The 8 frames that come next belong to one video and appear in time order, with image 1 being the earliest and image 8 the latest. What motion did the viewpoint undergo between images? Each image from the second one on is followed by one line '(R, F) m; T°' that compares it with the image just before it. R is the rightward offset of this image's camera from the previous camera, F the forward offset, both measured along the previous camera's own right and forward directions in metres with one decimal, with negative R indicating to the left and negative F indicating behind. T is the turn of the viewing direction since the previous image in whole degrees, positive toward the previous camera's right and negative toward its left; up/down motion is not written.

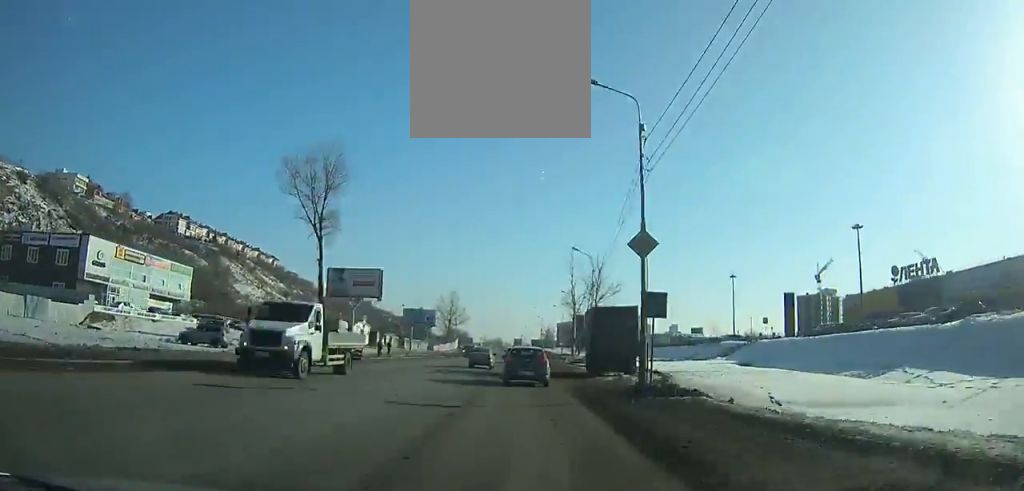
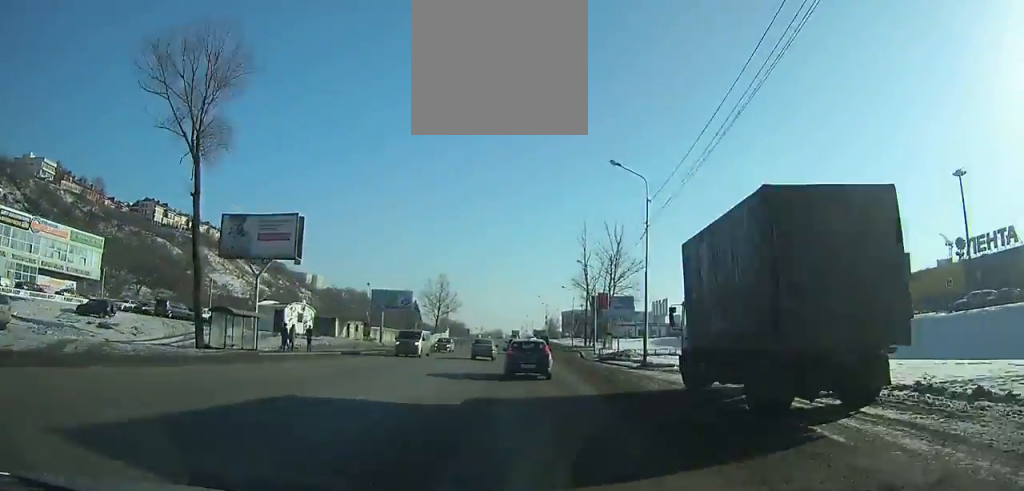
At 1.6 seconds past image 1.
(0.0, +23.8) m; 0°
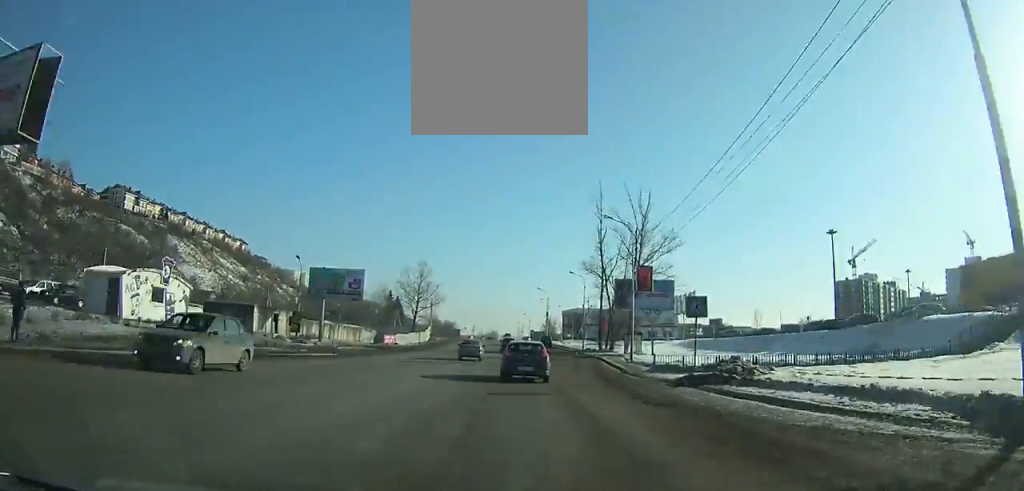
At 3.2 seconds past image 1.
(-0.2, +23.8) m; 0°
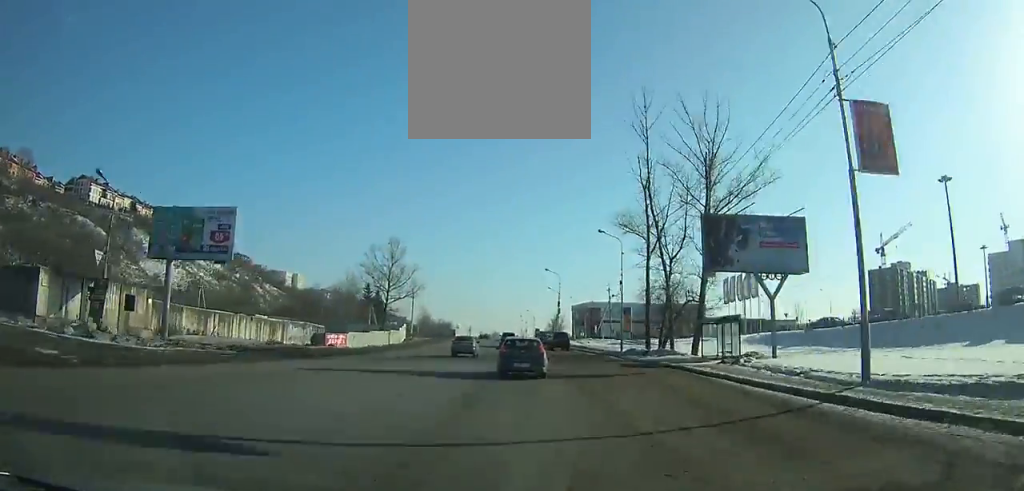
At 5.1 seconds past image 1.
(-0.1, +28.1) m; 0°
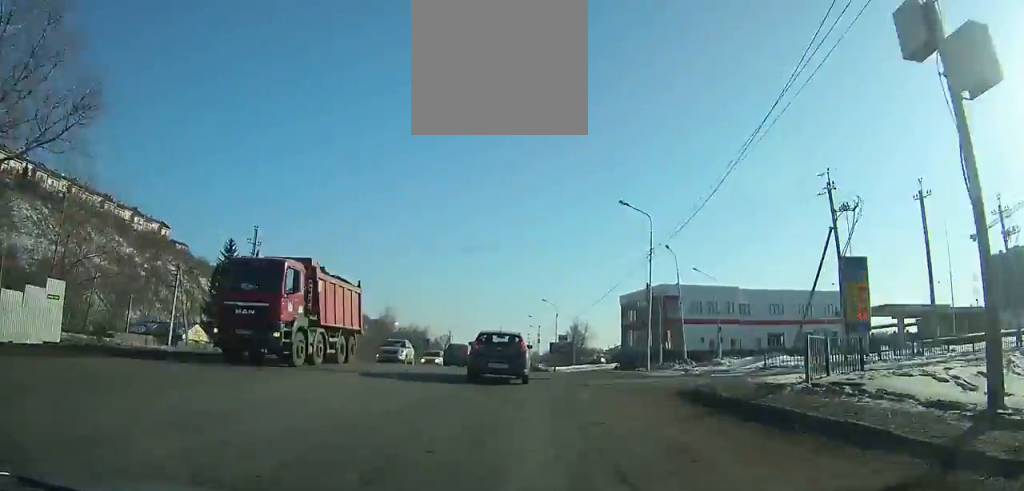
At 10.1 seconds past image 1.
(-0.1, +71.8) m; -1°
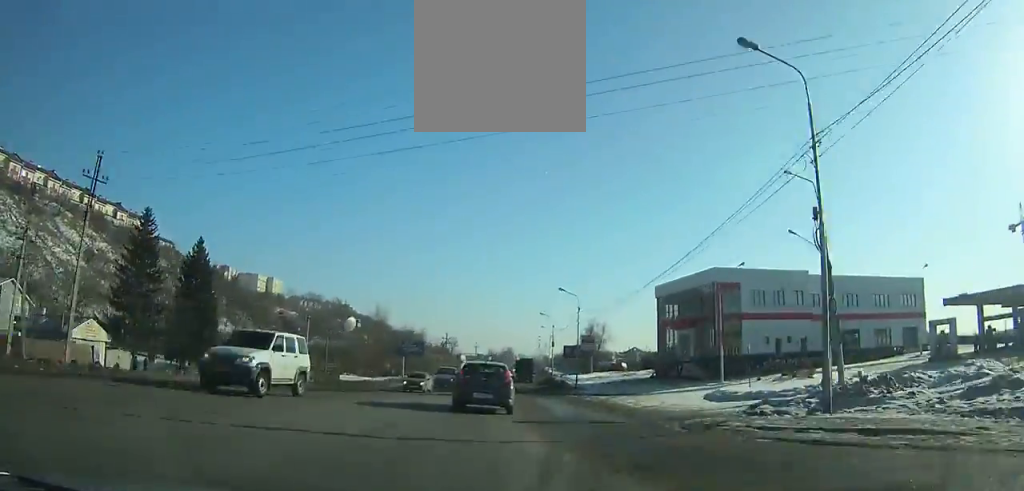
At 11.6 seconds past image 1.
(-0.4, +20.3) m; -1°
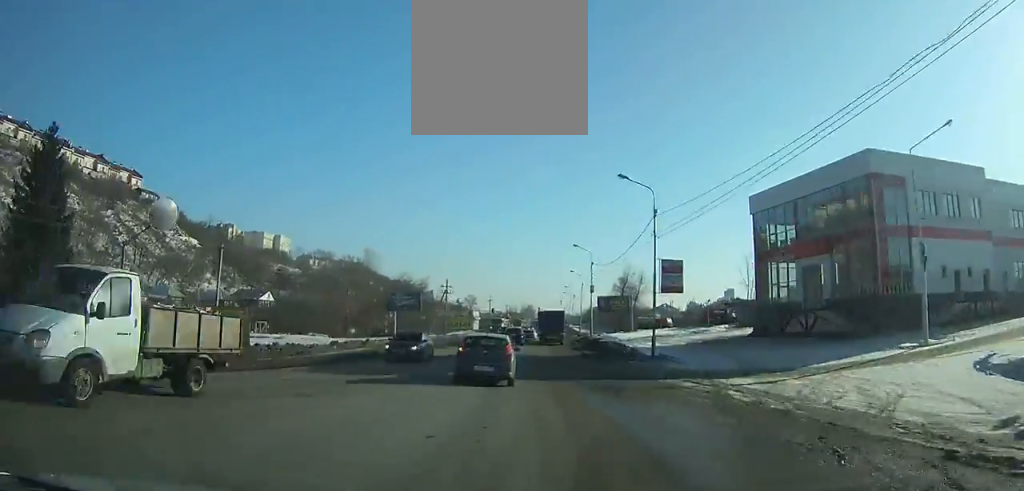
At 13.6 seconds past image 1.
(-0.3, +26.6) m; -1°
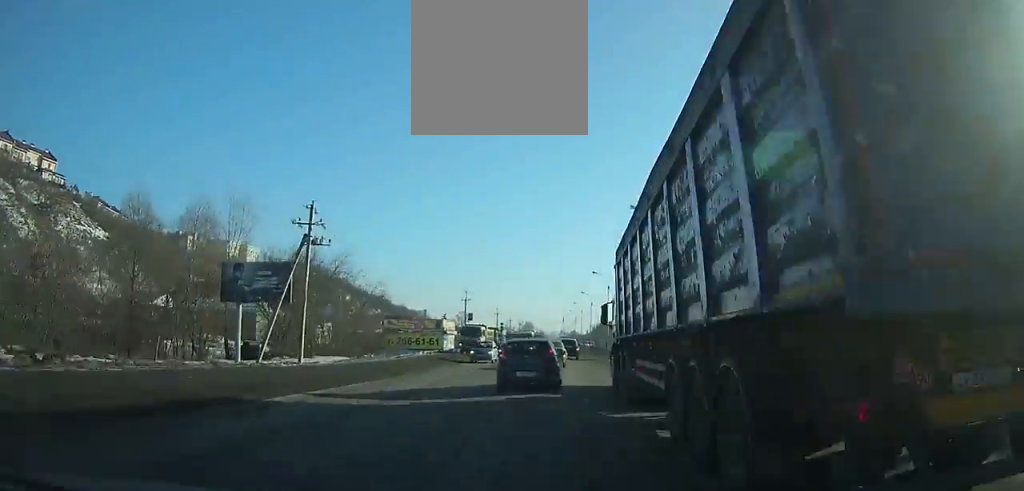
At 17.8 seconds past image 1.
(+0.6, +53.1) m; +3°
